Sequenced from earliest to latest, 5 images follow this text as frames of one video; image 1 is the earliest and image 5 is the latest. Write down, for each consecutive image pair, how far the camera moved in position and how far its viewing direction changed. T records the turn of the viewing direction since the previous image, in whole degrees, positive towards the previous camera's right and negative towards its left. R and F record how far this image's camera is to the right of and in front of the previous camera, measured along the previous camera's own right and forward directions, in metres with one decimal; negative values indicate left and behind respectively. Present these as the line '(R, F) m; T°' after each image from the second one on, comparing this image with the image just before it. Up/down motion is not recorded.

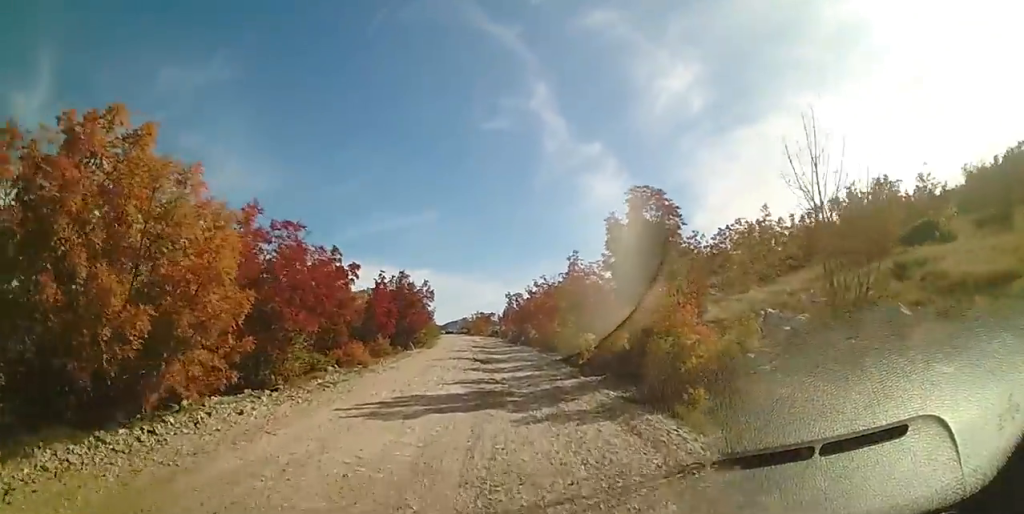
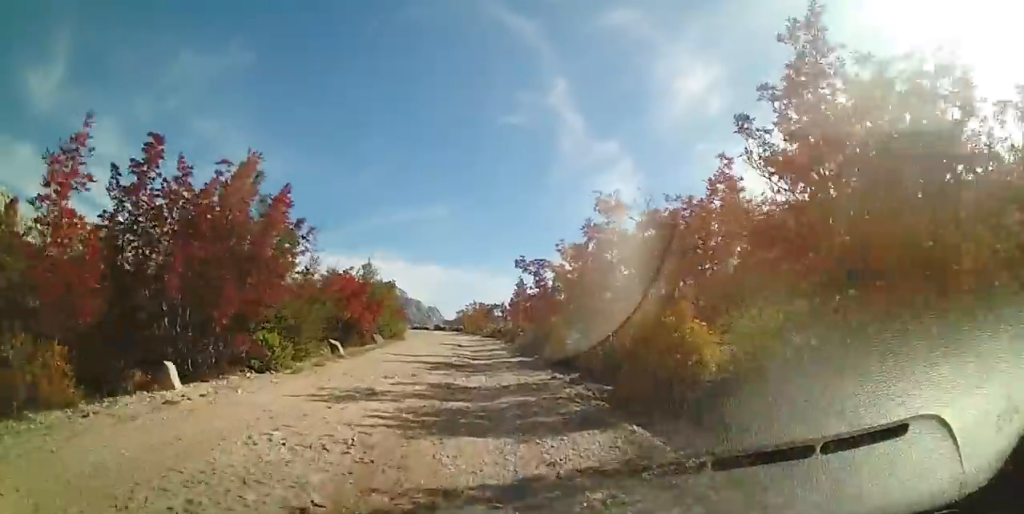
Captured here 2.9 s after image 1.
(0.0, +18.7) m; -2°
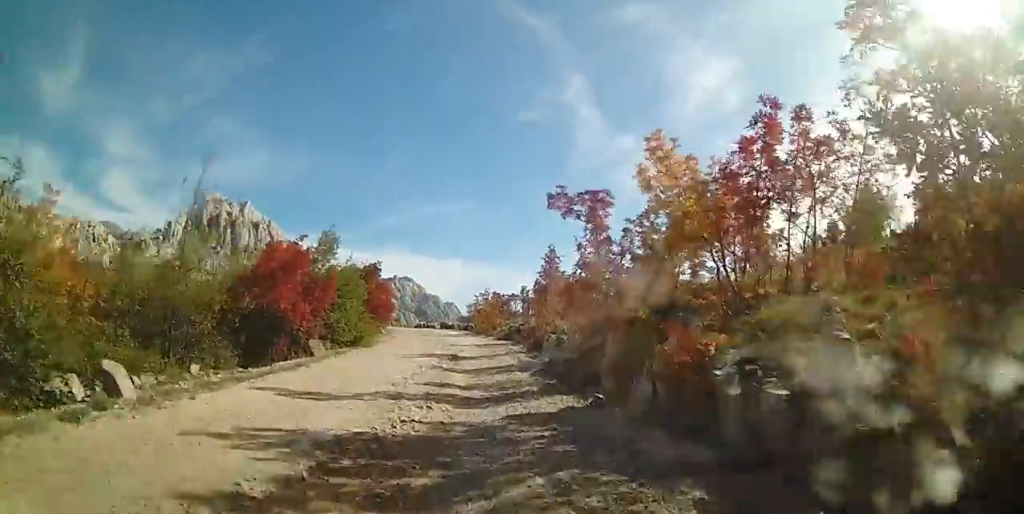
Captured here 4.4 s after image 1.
(-0.3, +9.6) m; -1°
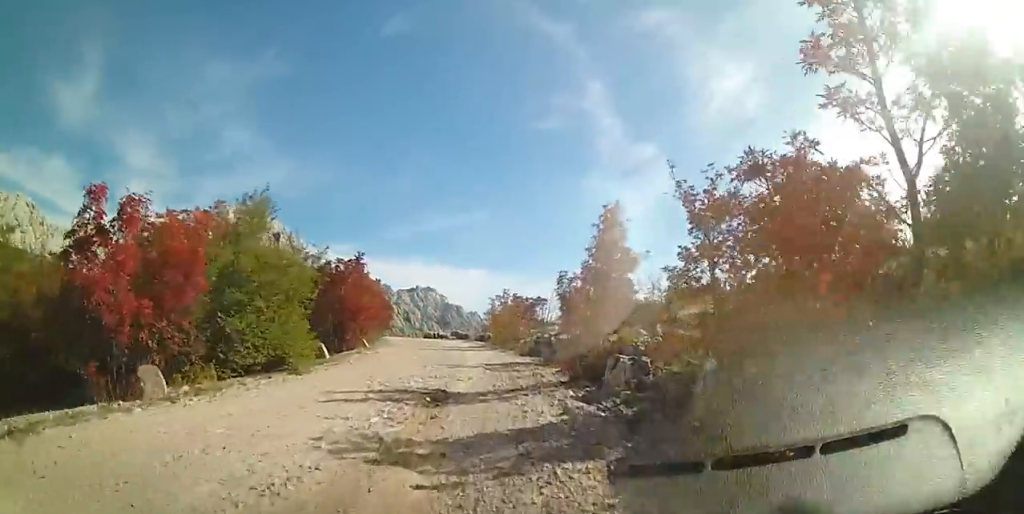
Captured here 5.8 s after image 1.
(+0.2, +7.9) m; -1°
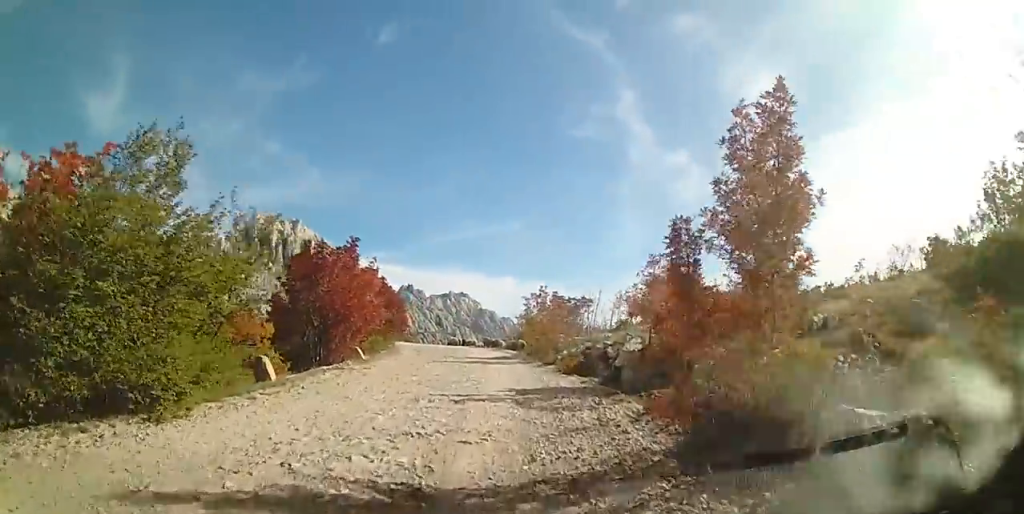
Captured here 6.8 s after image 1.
(-0.4, +5.7) m; -5°
